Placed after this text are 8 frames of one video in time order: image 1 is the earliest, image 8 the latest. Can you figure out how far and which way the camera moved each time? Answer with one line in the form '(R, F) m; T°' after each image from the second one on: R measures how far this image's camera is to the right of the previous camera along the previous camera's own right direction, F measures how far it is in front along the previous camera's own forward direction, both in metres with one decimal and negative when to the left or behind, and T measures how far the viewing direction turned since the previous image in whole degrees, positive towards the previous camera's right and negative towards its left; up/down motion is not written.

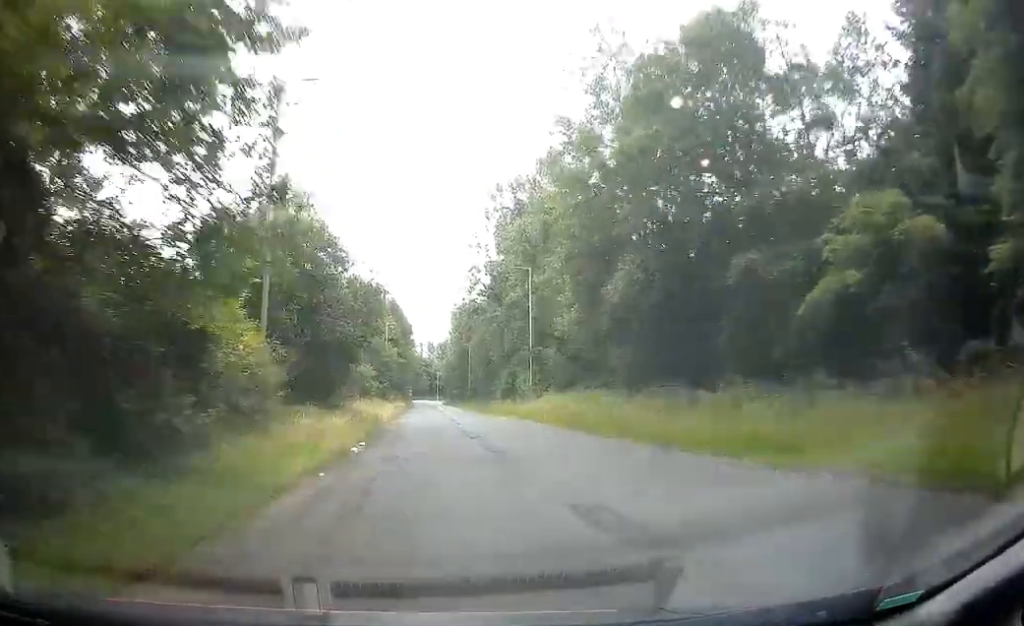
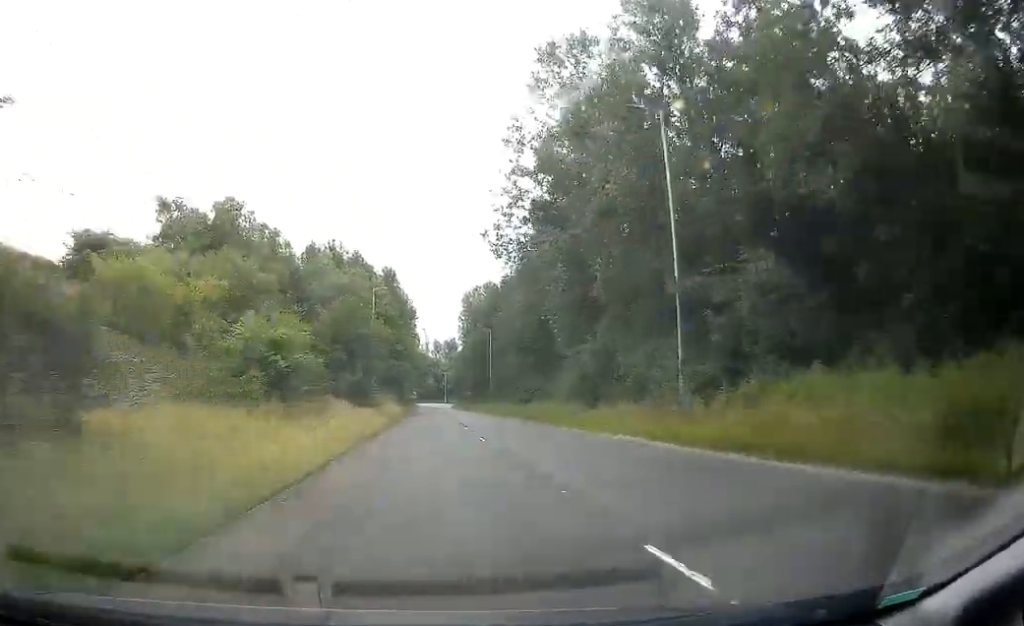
(-0.8, +28.8) m; -3°
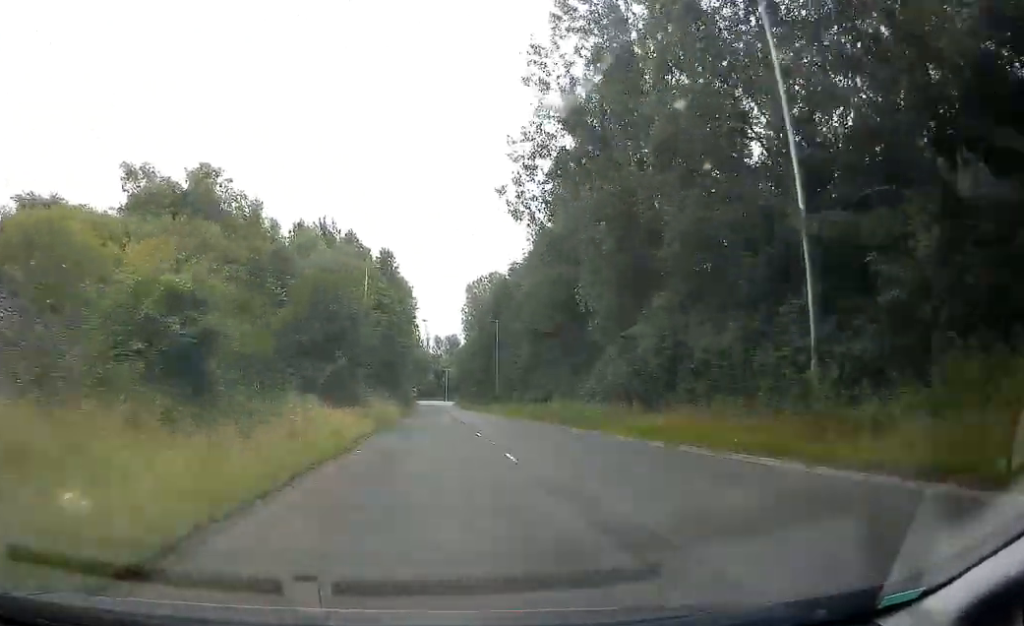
(-0.2, +7.9) m; 0°
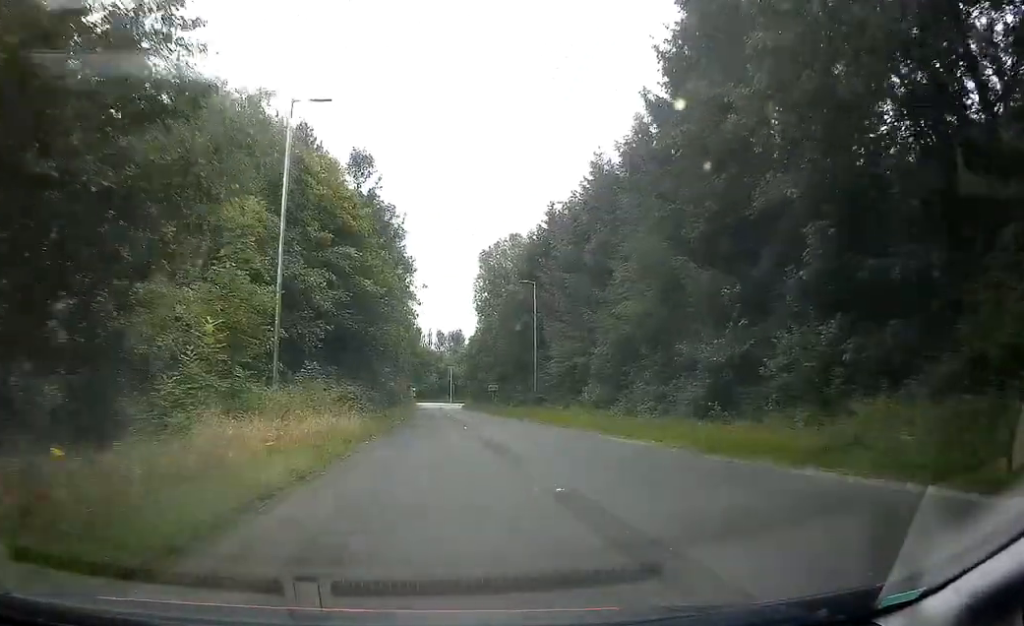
(+0.5, +27.4) m; +2°
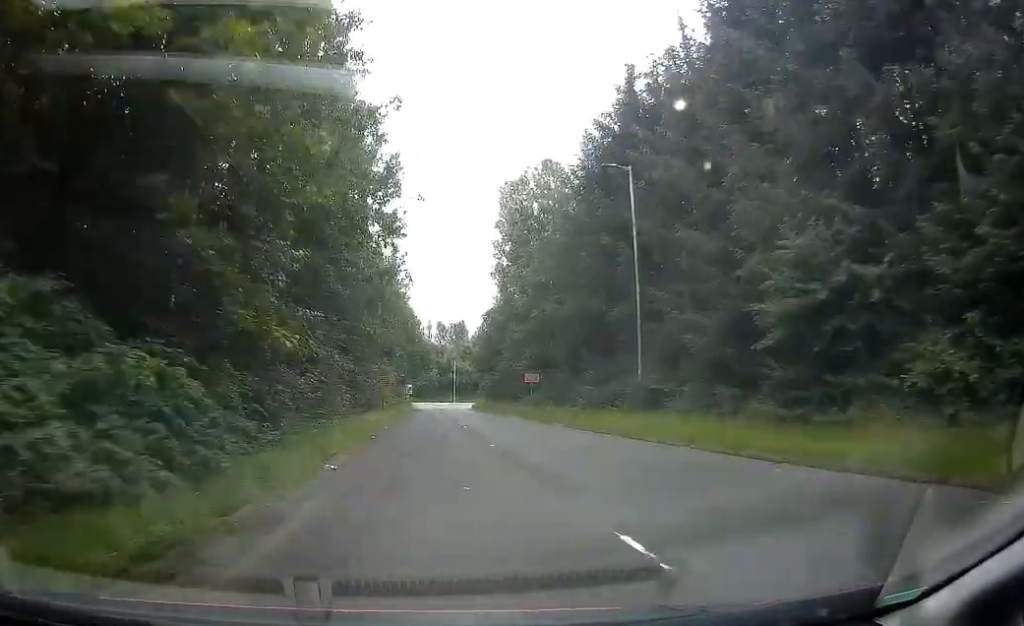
(0.0, +26.8) m; 0°
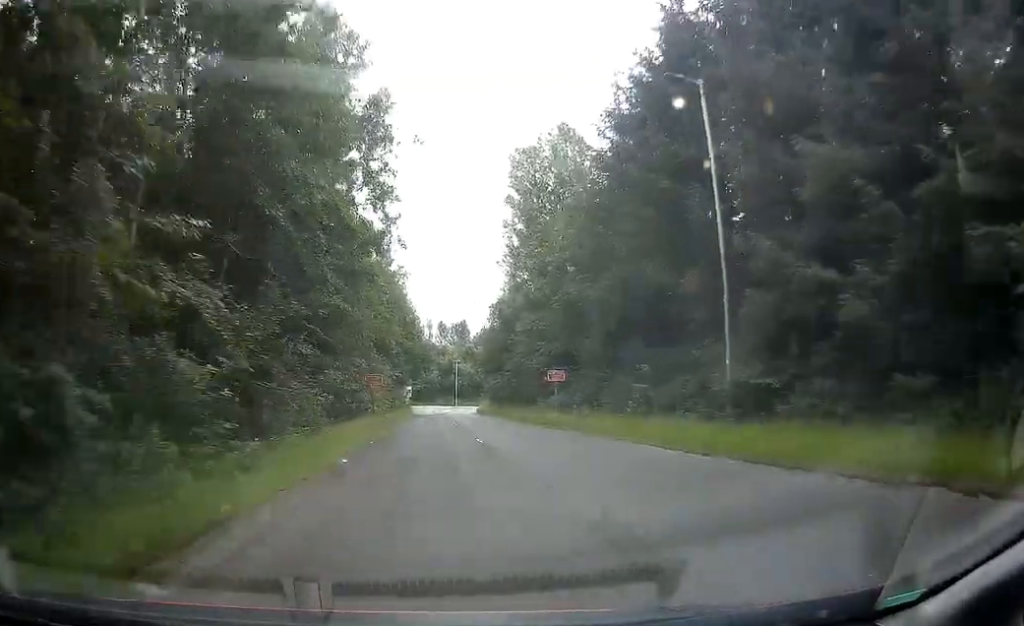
(0.0, +8.5) m; 0°
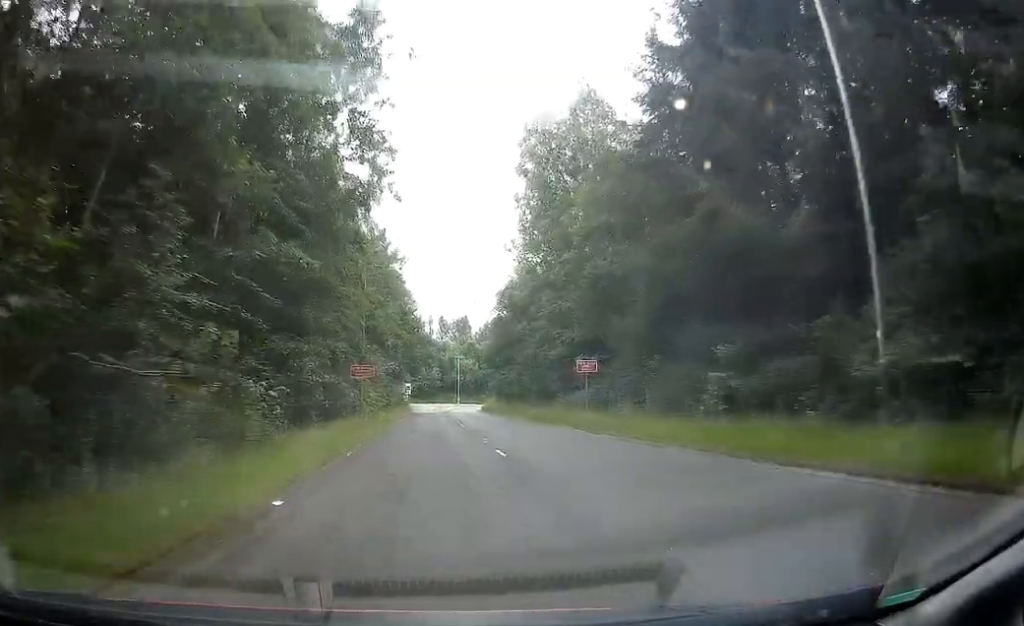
(0.0, +7.3) m; 0°
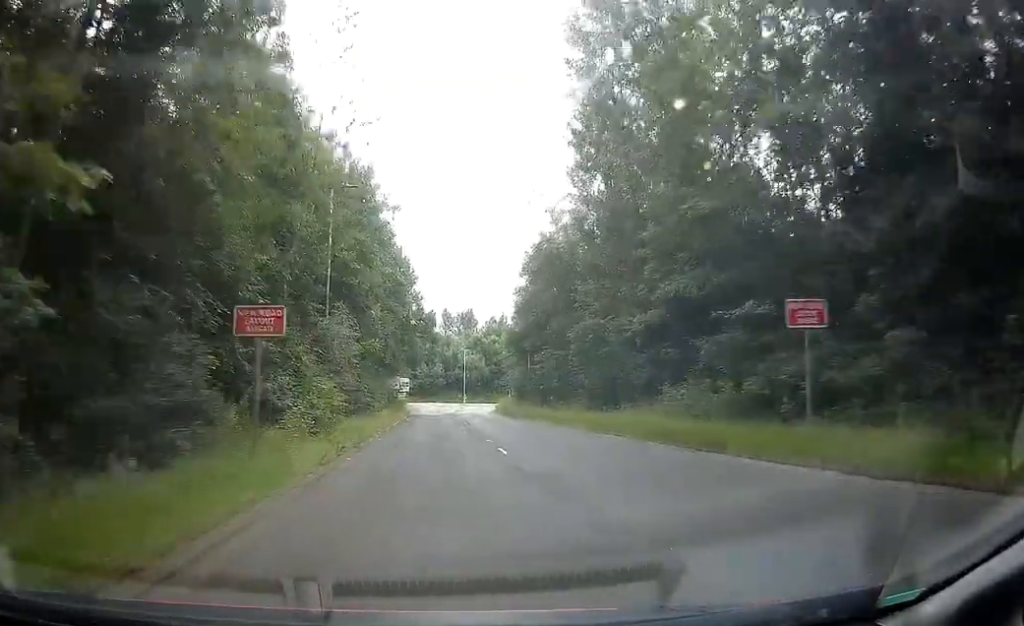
(-0.1, +18.4) m; -1°
